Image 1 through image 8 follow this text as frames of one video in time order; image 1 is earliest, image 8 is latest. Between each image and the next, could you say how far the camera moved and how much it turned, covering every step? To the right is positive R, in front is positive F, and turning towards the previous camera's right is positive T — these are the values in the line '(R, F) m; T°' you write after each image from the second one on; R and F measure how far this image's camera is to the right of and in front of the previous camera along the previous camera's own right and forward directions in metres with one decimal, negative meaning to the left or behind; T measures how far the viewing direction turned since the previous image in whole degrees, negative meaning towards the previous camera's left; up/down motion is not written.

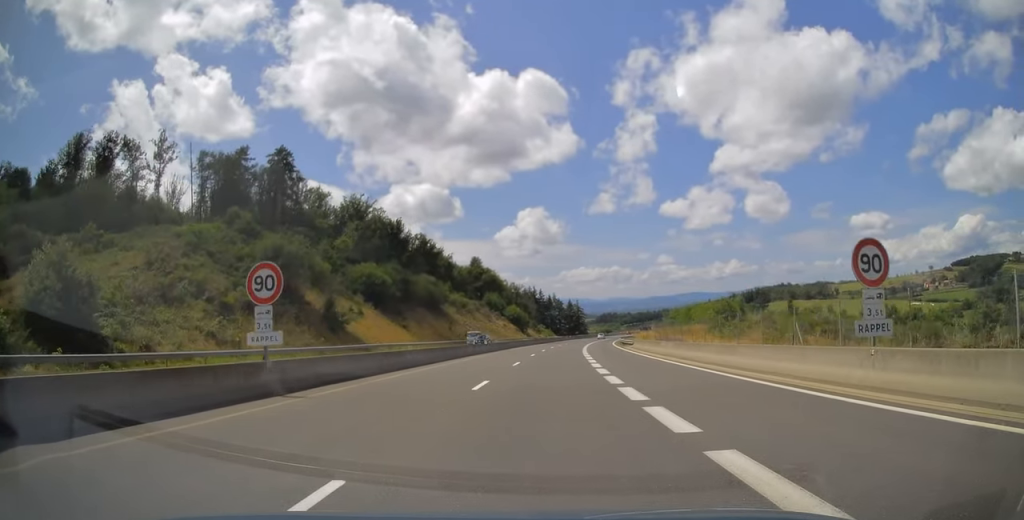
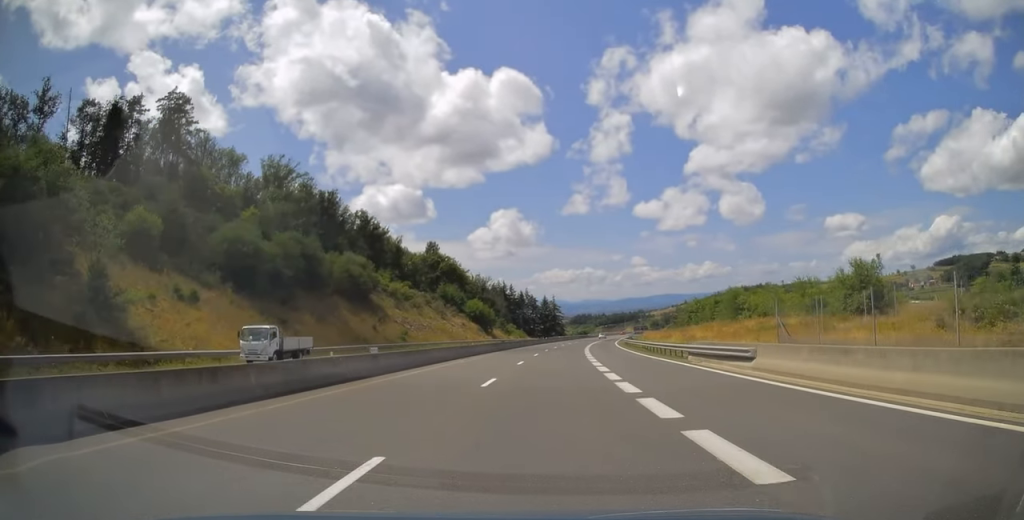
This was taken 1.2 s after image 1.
(+0.8, +37.6) m; +3°
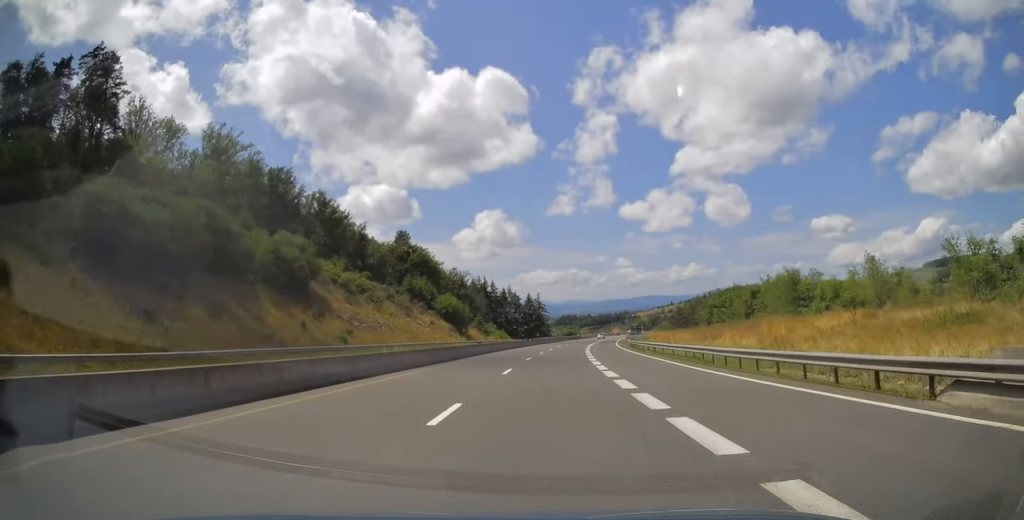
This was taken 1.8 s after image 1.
(+0.3, +20.4) m; +1°
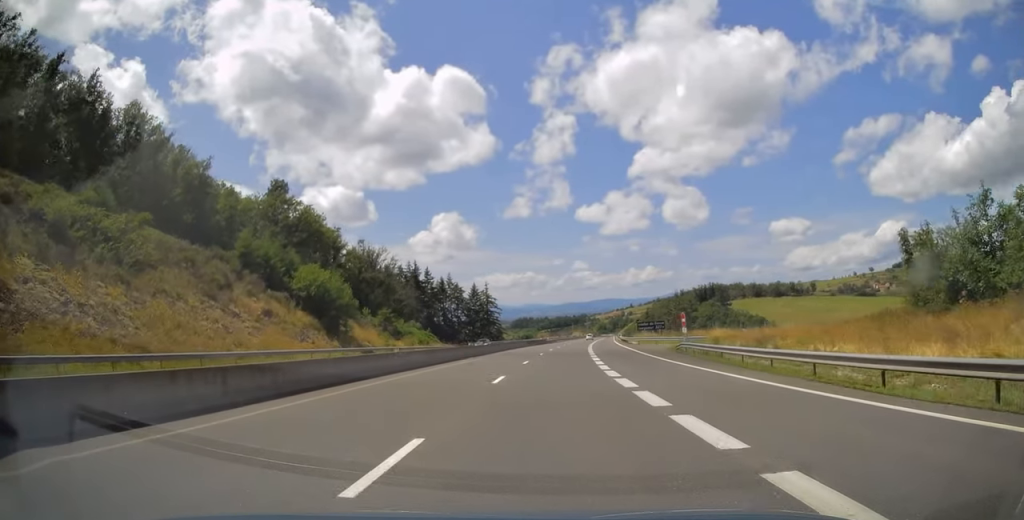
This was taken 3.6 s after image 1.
(+2.5, +55.8) m; +7°
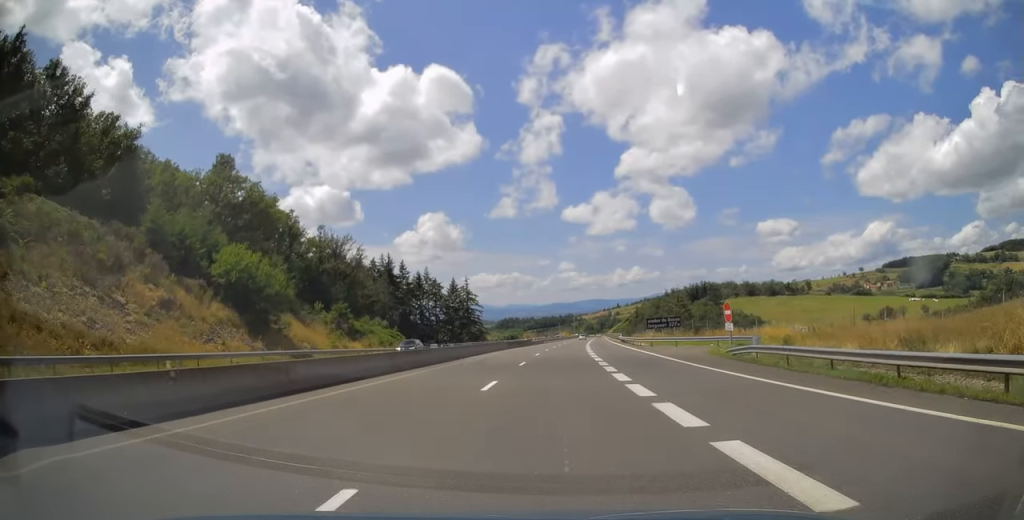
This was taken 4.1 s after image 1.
(+0.9, +15.6) m; +2°
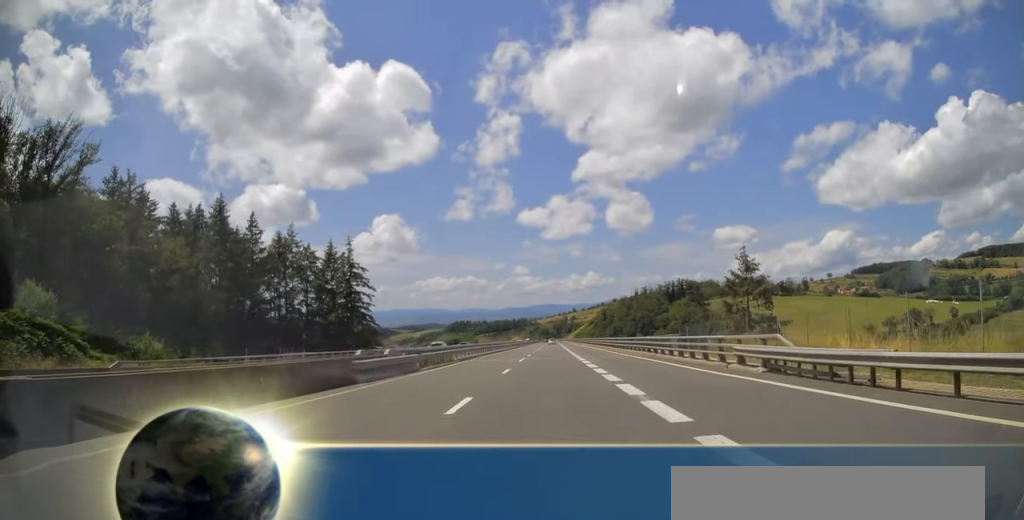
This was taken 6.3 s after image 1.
(+1.3, +68.8) m; +1°
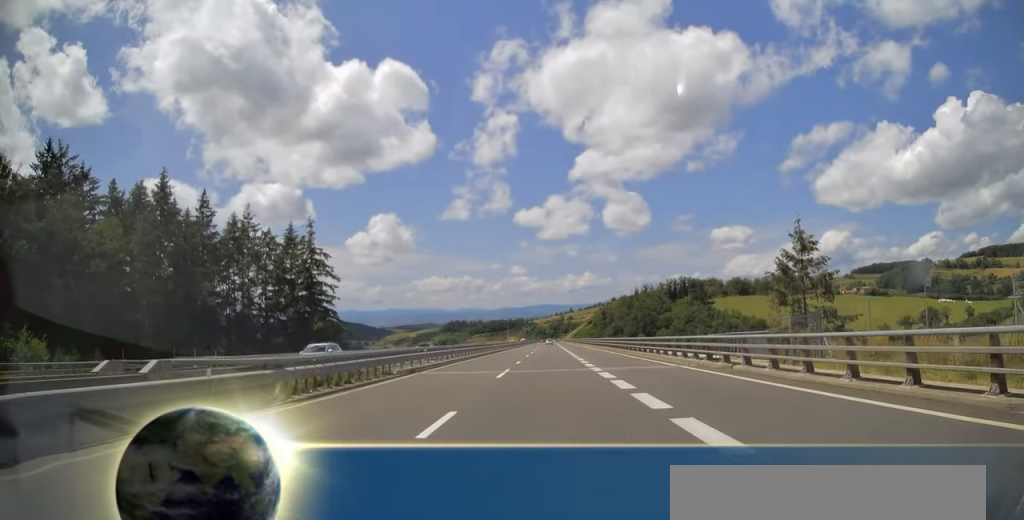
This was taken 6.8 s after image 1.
(0.0, +15.6) m; 0°
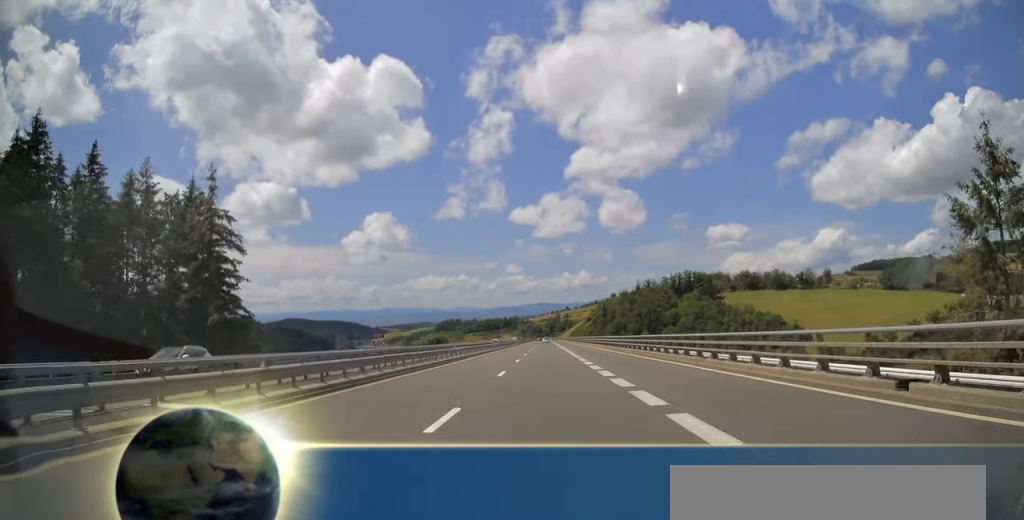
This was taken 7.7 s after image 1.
(0.0, +25.6) m; 0°
